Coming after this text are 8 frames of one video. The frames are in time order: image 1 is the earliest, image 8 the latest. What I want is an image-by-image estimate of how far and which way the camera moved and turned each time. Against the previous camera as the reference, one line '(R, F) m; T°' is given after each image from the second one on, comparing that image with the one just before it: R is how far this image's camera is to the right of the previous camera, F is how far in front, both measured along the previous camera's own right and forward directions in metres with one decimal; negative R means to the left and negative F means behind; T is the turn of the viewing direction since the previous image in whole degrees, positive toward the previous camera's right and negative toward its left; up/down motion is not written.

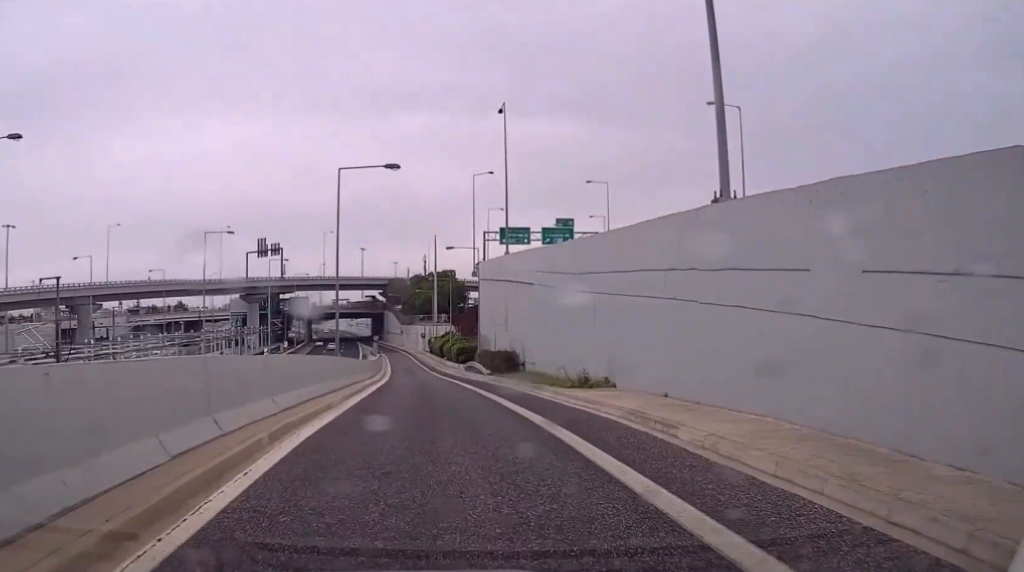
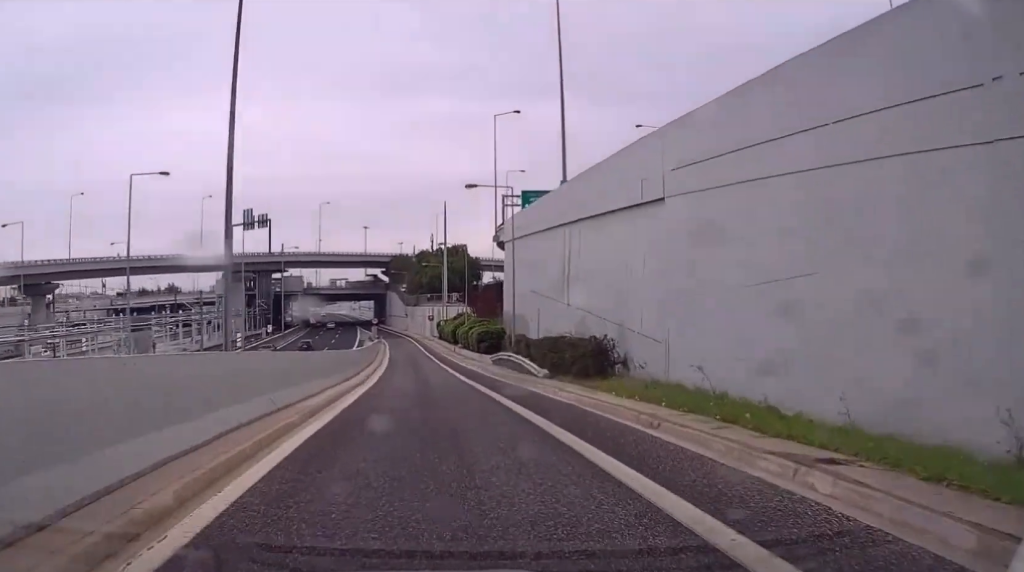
(+0.1, +20.6) m; 0°
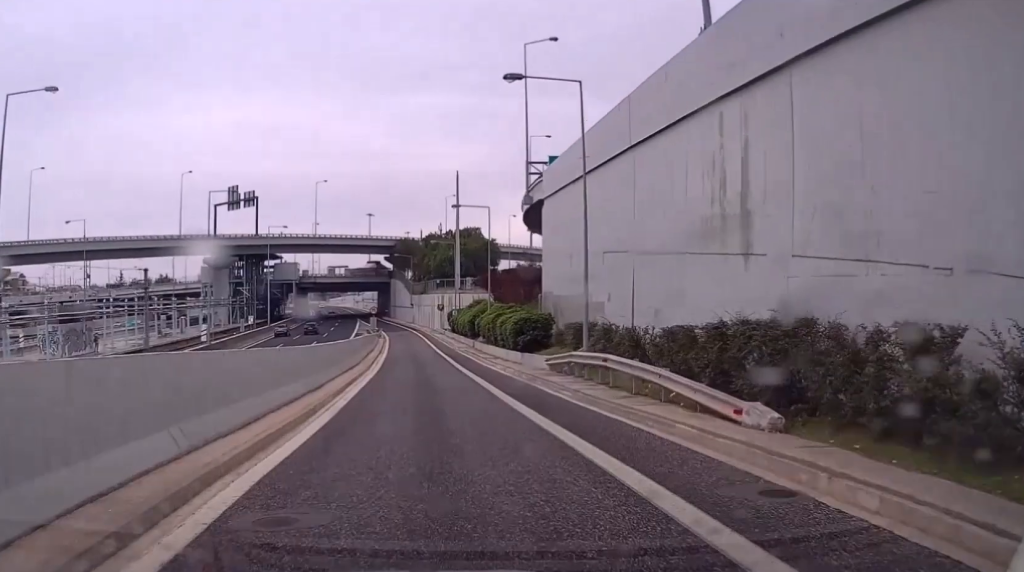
(0.0, +17.5) m; 0°
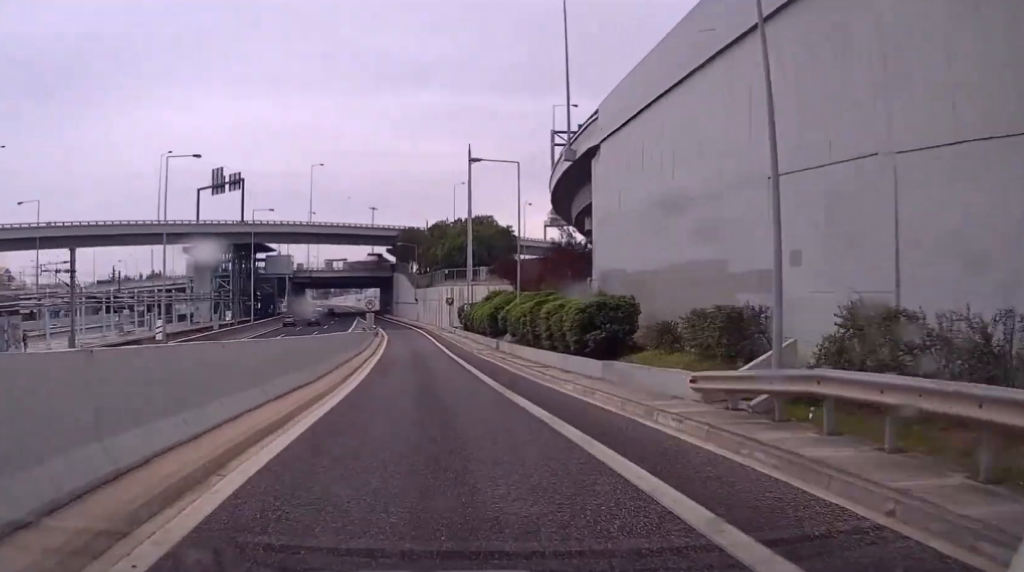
(0.0, +14.2) m; -1°
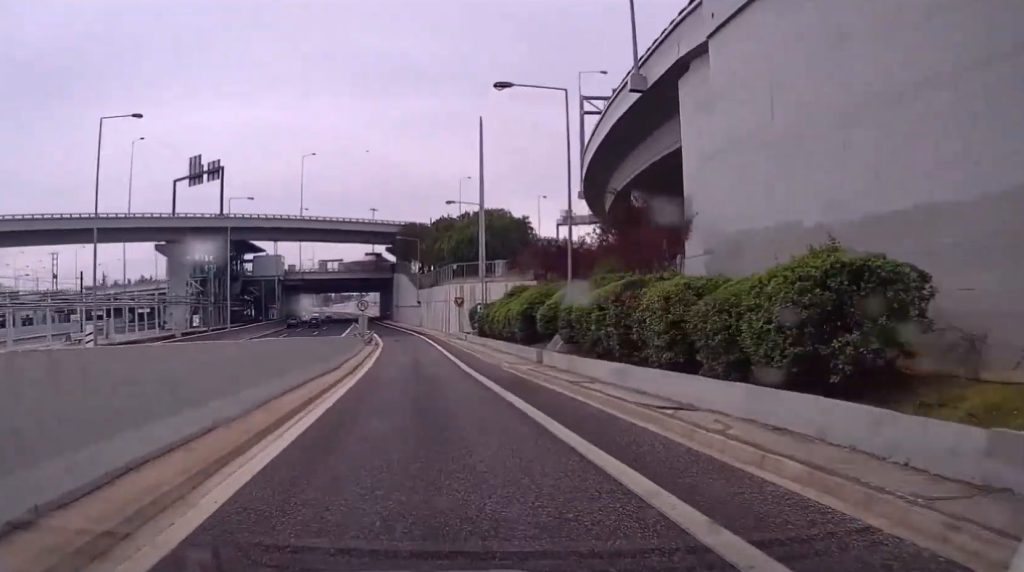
(-0.1, +13.7) m; 0°
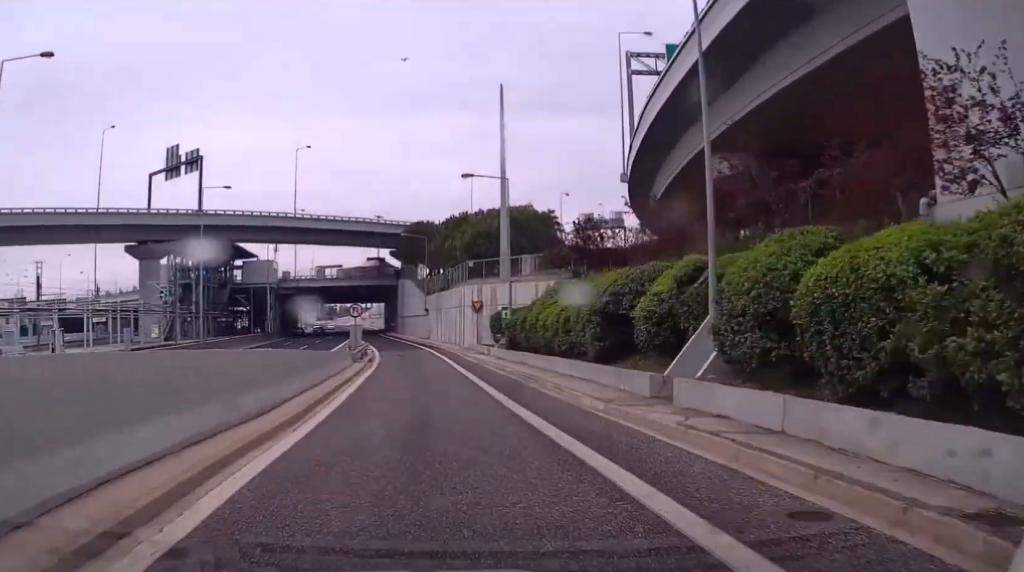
(0.0, +13.1) m; -1°
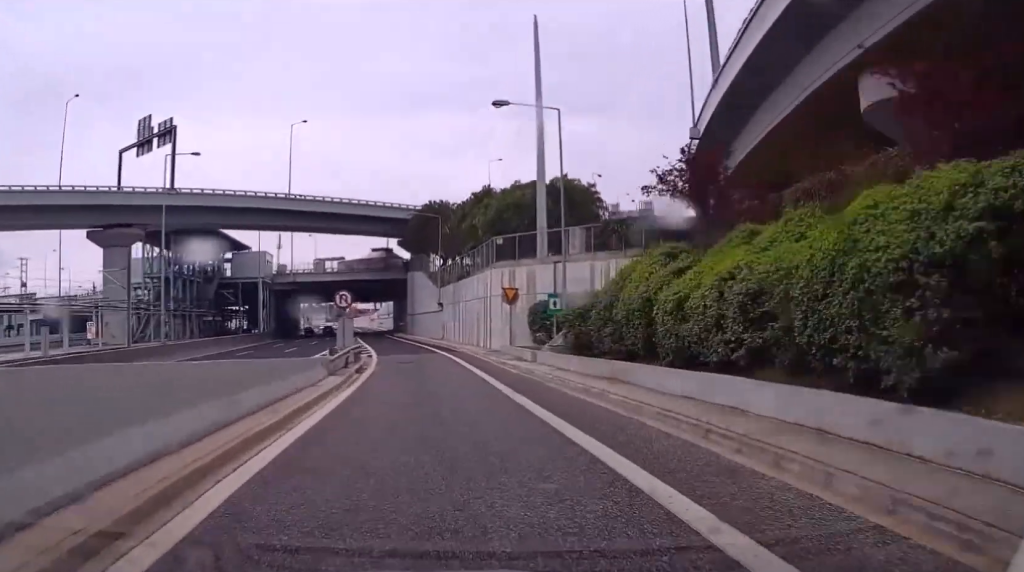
(0.0, +13.9) m; -1°
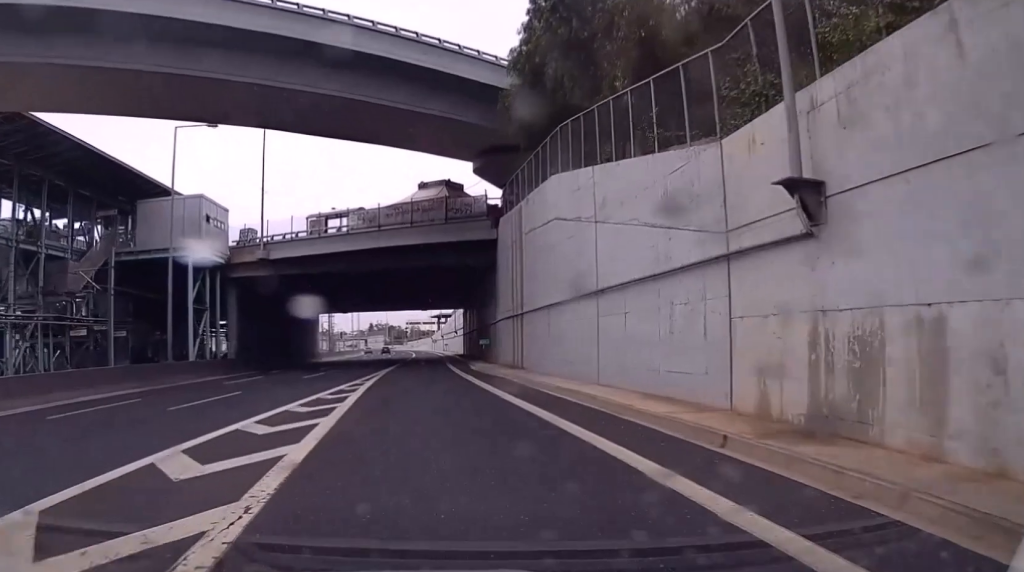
(-1.7, +56.5) m; -5°
